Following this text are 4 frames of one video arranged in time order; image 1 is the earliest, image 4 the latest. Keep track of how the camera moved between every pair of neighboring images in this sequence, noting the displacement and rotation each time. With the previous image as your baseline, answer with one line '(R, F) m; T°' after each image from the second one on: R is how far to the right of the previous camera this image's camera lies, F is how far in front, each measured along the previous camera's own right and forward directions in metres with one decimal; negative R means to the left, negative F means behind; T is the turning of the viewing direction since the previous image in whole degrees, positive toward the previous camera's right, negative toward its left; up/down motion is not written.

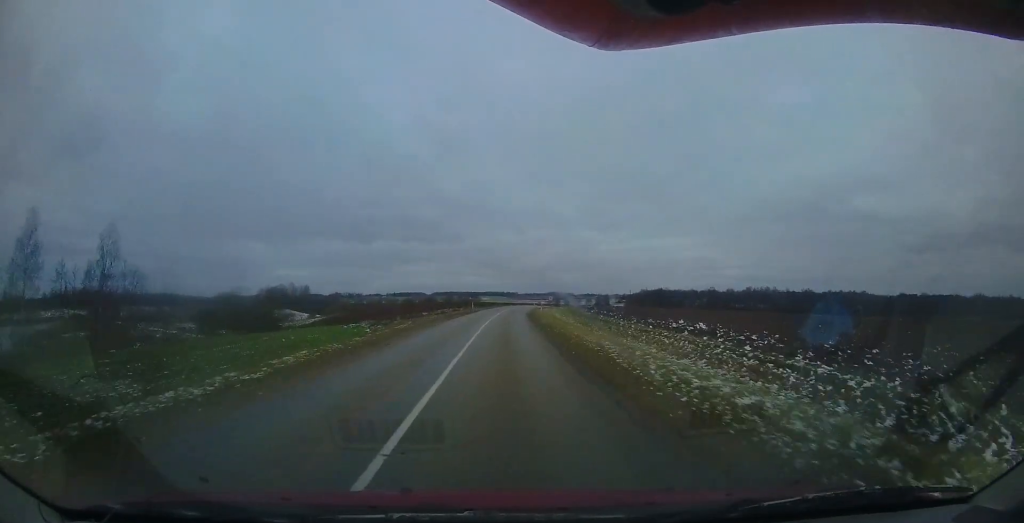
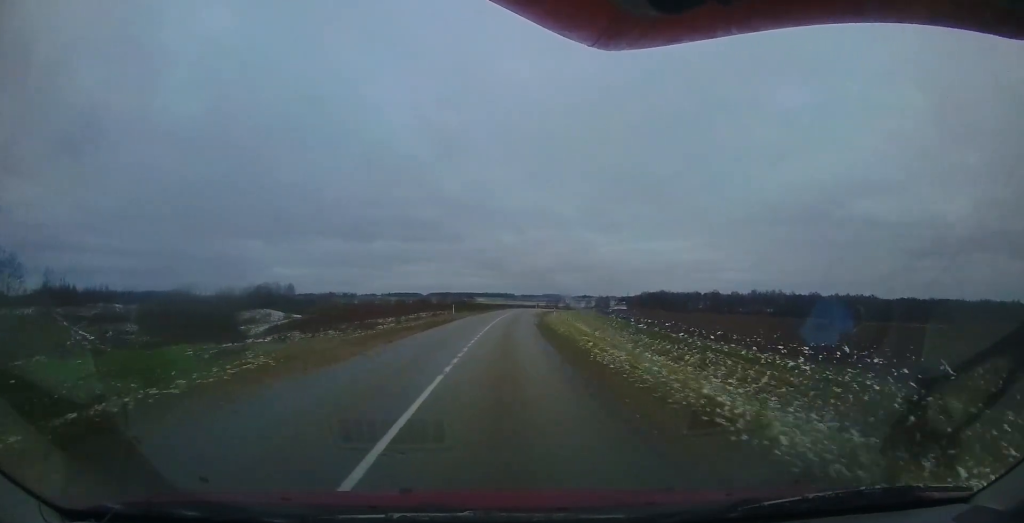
(+0.3, +16.1) m; +2°
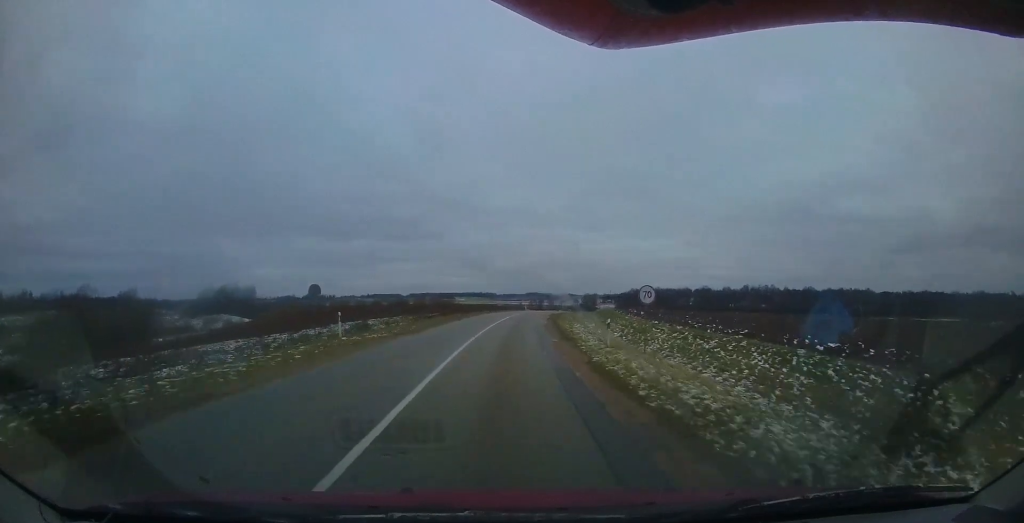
(+0.6, +21.6) m; +3°
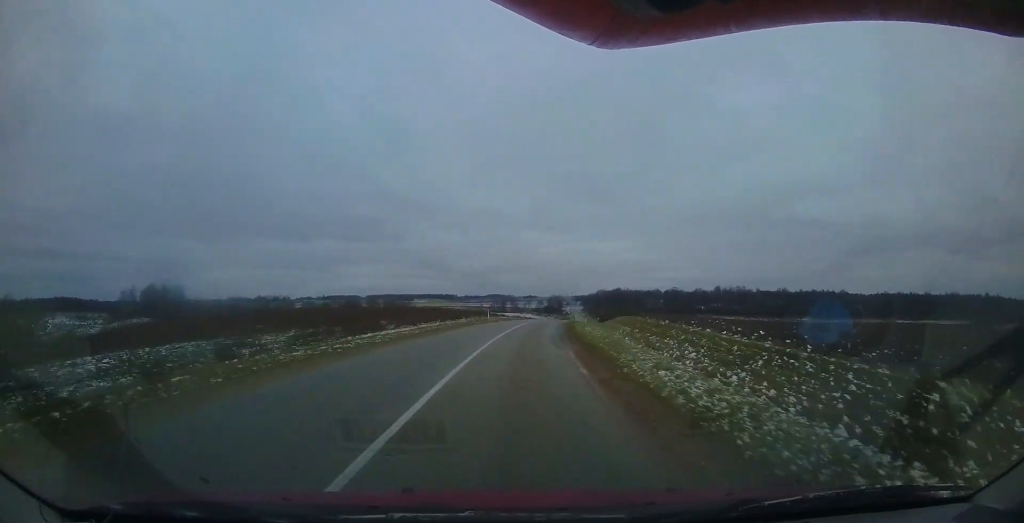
(+0.7, +25.3) m; +3°
